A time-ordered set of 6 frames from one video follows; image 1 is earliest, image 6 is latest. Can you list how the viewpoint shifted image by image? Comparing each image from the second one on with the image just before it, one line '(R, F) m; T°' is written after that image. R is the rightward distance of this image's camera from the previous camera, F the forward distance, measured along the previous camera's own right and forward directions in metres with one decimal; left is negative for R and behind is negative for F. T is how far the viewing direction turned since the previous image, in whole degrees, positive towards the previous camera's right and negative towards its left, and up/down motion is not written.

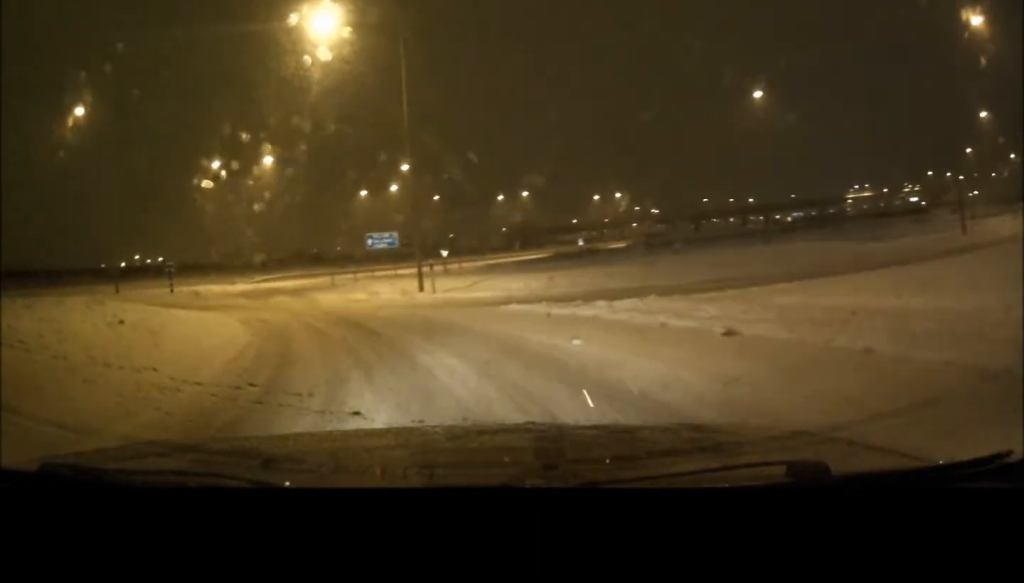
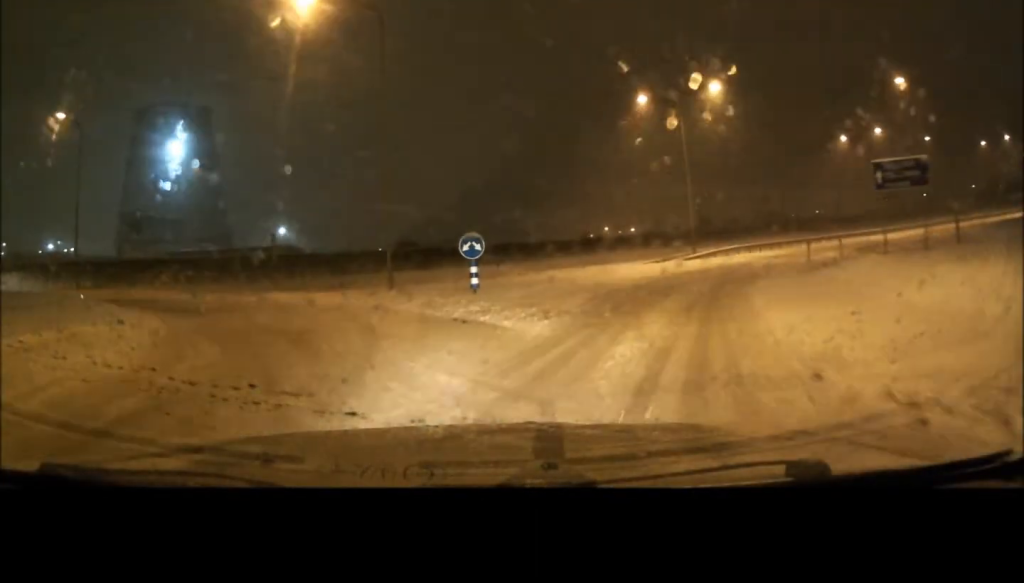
(-3.5, +18.1) m; -17°
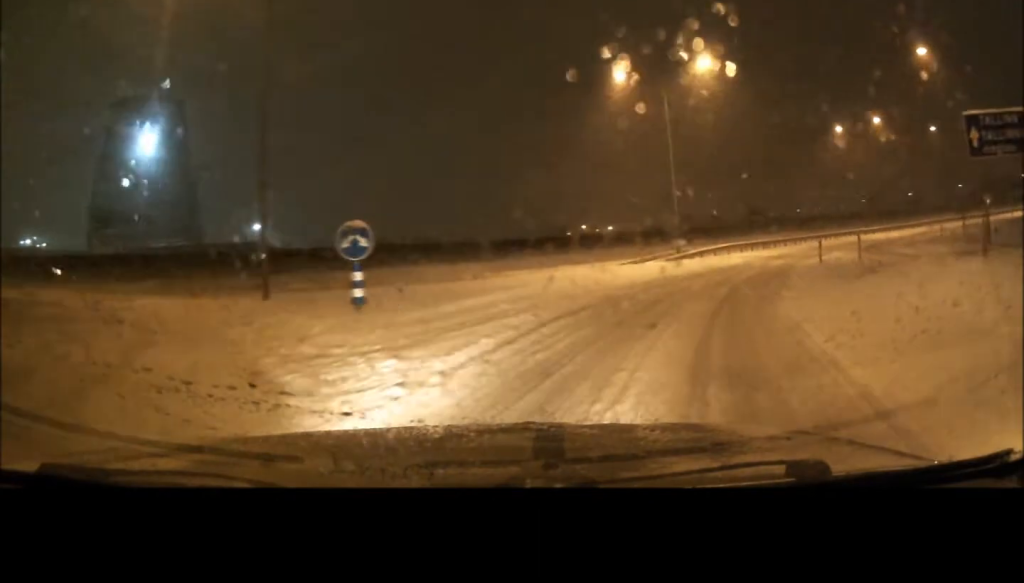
(-0.1, +6.4) m; +3°
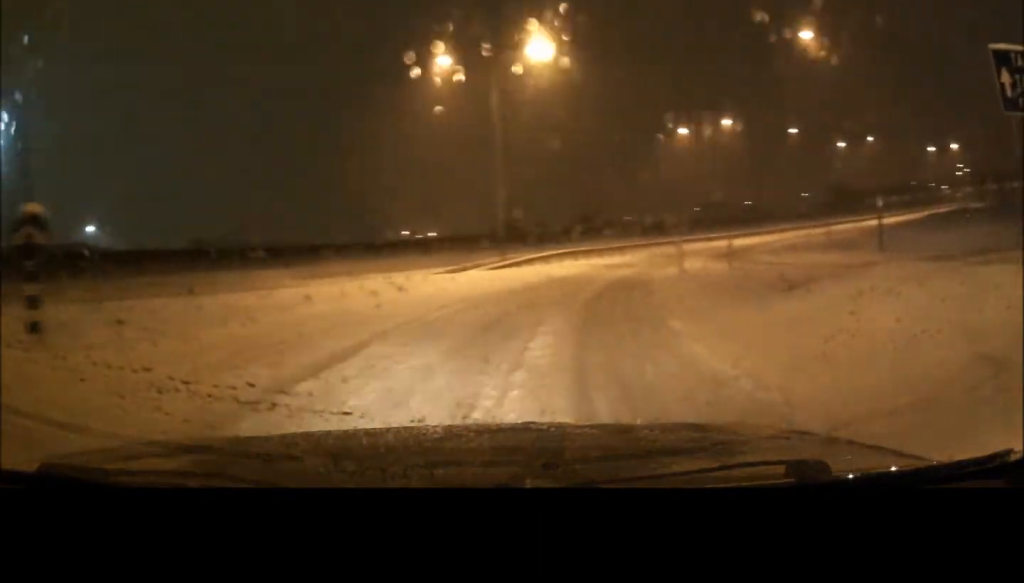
(+0.3, +5.0) m; +4°
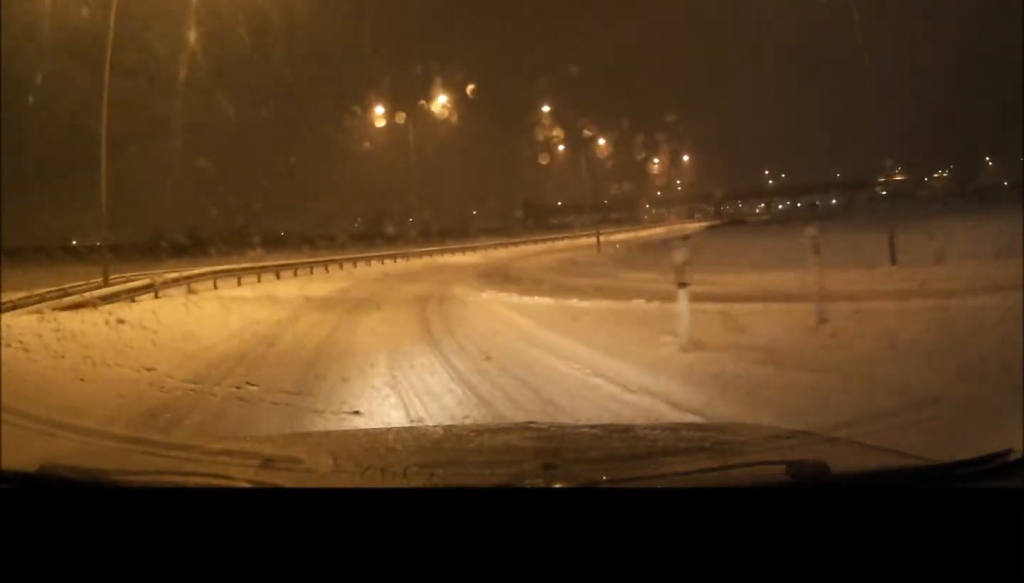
(+2.8, +17.9) m; +17°
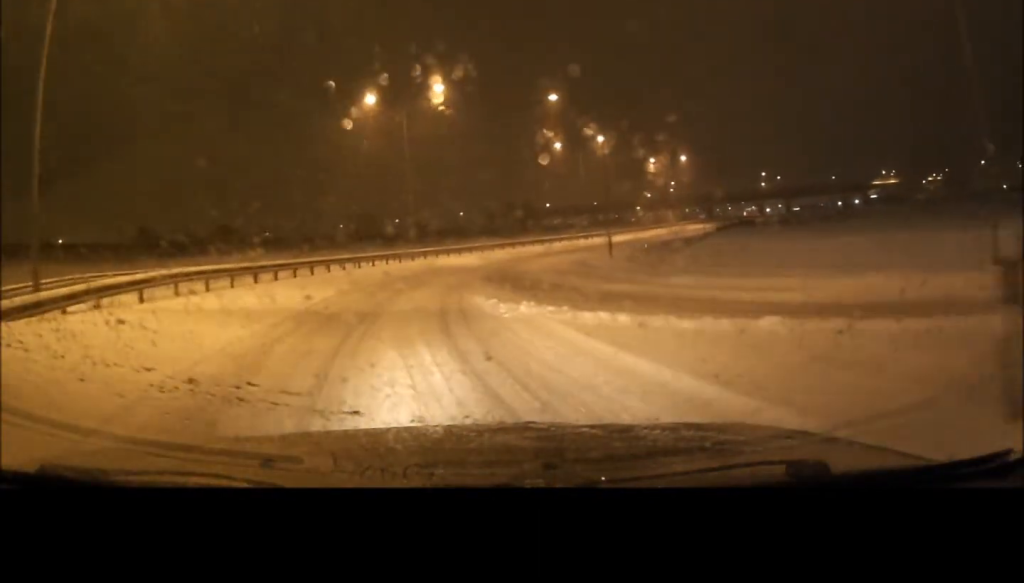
(+0.1, +3.9) m; +3°
